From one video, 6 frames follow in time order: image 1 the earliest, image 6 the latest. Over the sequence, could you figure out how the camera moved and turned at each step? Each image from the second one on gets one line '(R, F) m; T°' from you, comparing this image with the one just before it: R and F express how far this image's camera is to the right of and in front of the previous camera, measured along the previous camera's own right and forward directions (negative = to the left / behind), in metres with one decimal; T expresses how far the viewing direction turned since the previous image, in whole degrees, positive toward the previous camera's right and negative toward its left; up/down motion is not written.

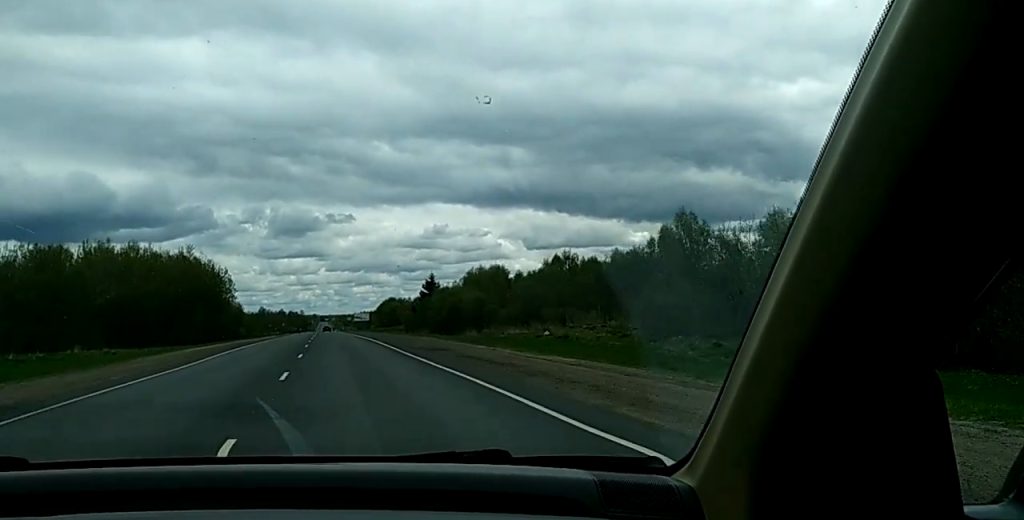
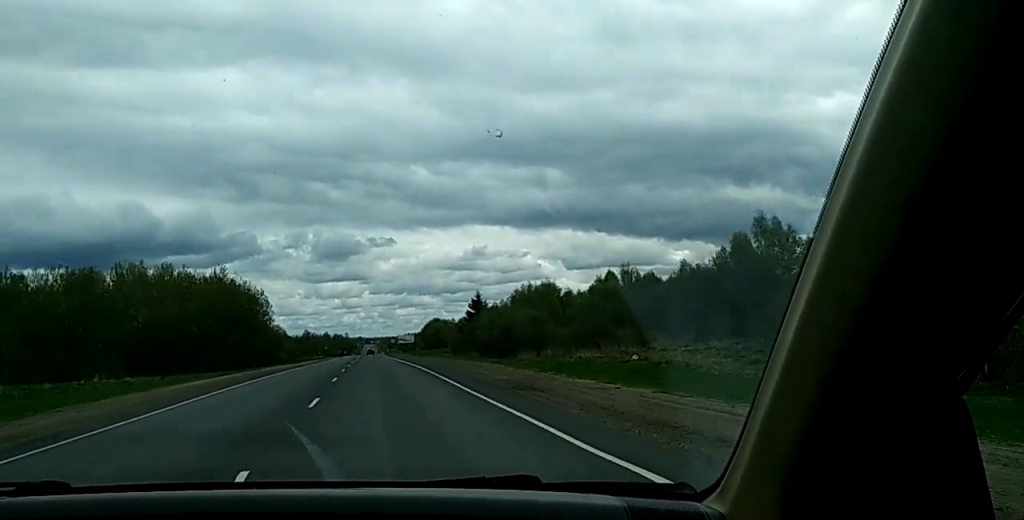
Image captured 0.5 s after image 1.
(+0.3, +12.6) m; 0°
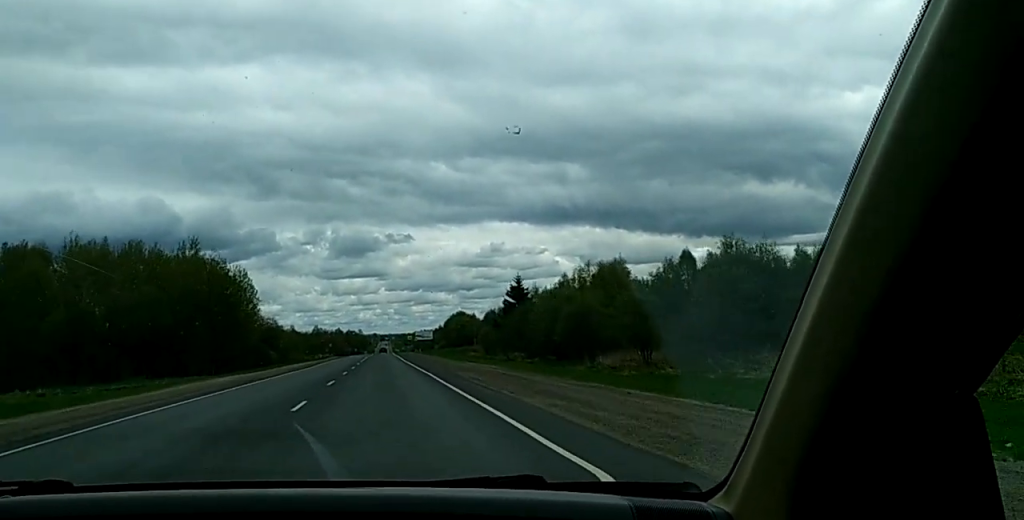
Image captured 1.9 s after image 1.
(-0.3, +37.5) m; 0°
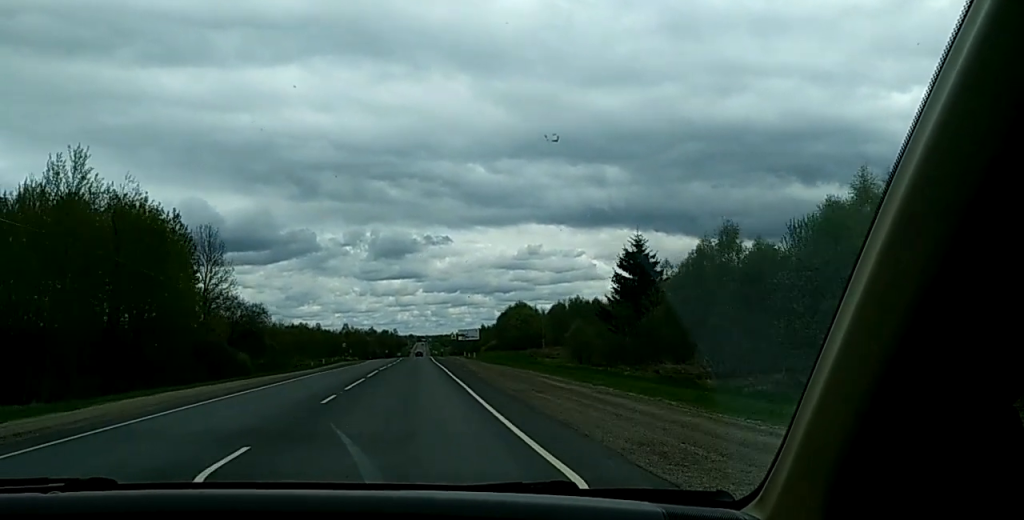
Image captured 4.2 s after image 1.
(-0.6, +56.7) m; -1°
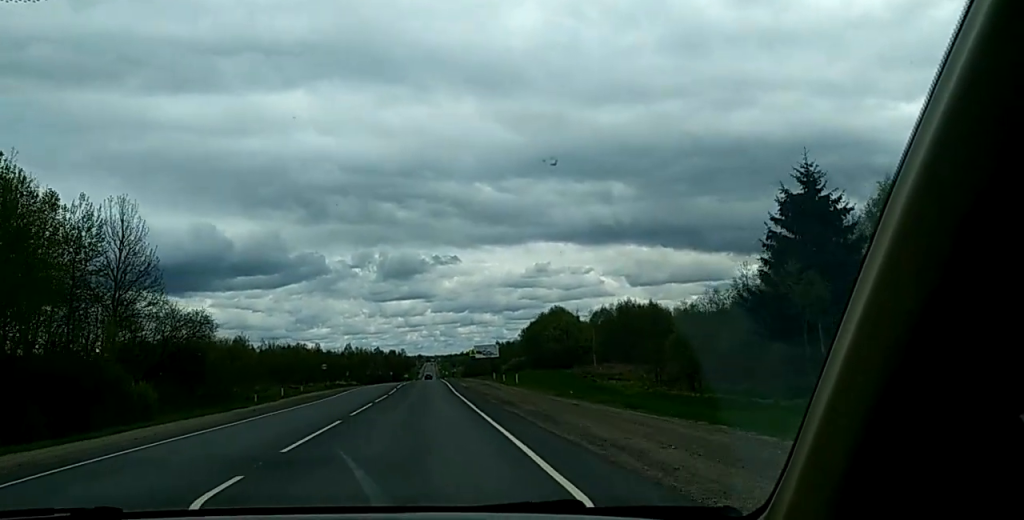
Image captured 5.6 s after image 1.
(0.0, +35.5) m; 0°
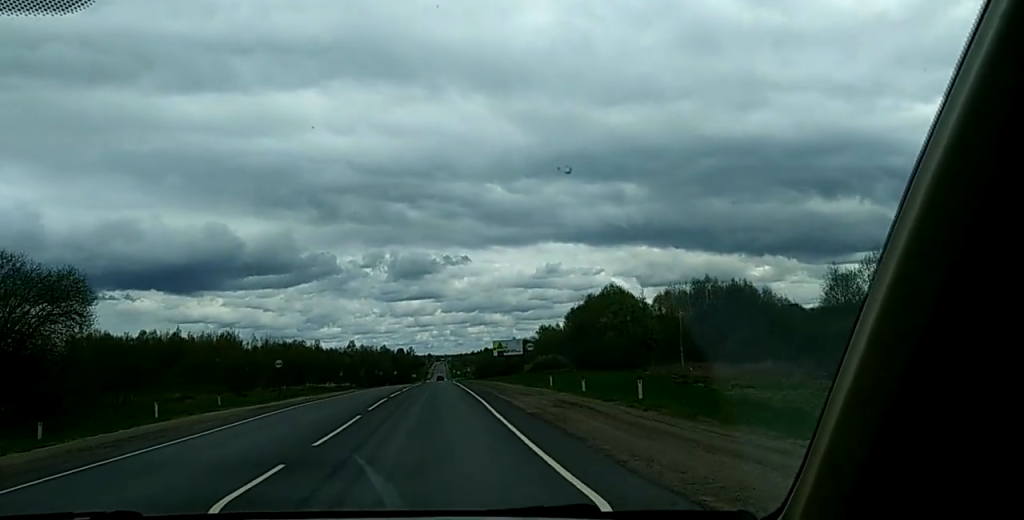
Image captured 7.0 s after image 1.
(0.0, +33.3) m; 0°
